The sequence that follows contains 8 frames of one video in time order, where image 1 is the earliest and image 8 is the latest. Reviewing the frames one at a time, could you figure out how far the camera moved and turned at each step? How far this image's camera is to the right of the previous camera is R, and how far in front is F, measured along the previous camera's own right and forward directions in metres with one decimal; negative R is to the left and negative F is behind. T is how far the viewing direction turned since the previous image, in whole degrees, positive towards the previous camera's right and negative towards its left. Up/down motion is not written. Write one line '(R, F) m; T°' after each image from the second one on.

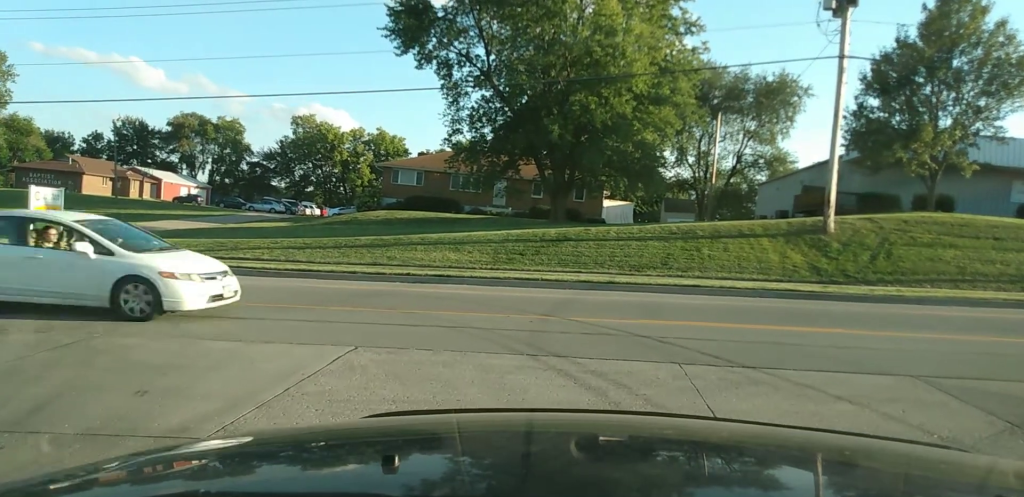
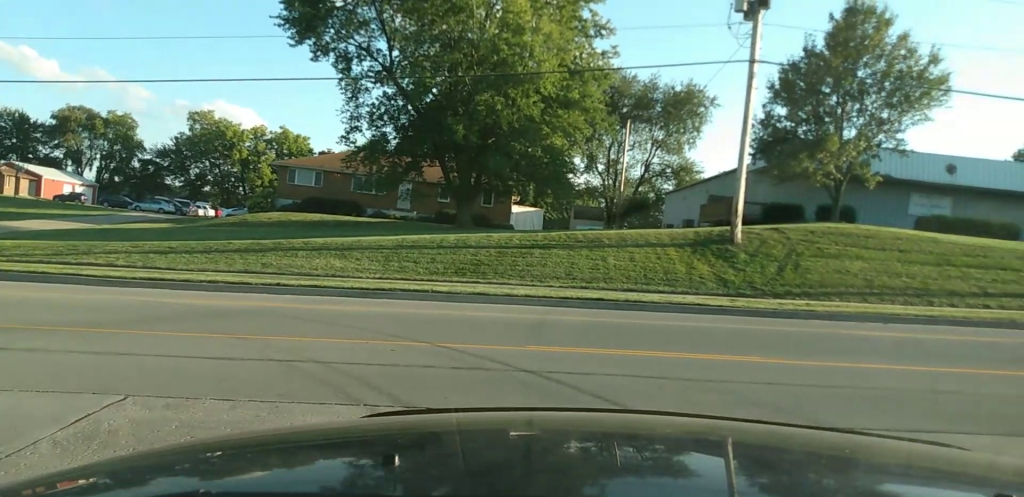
(+0.5, +3.2) m; +25°
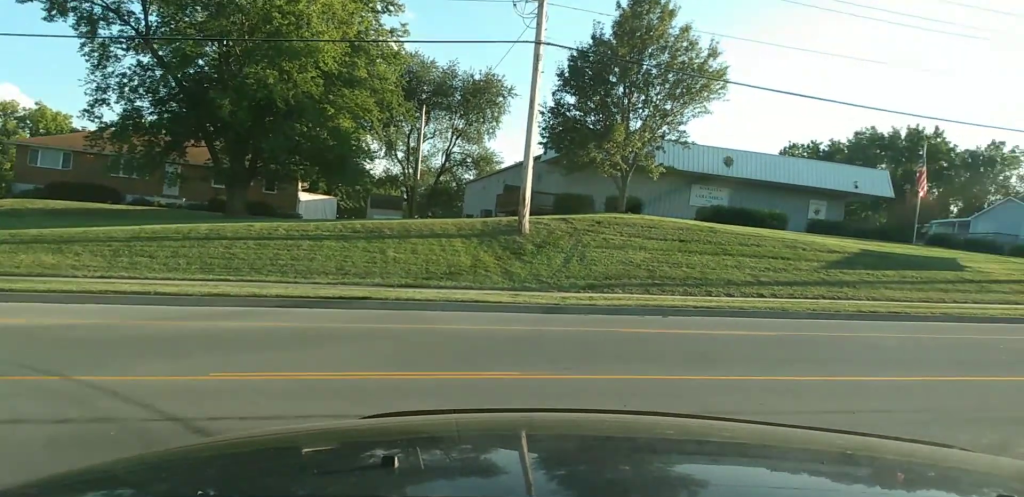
(+0.2, +1.9) m; +14°
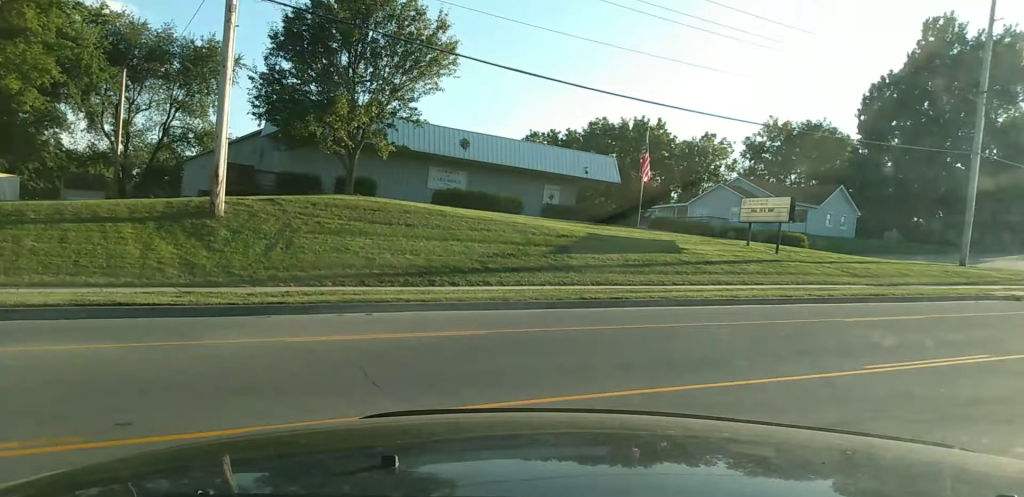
(0.0, +1.7) m; +17°
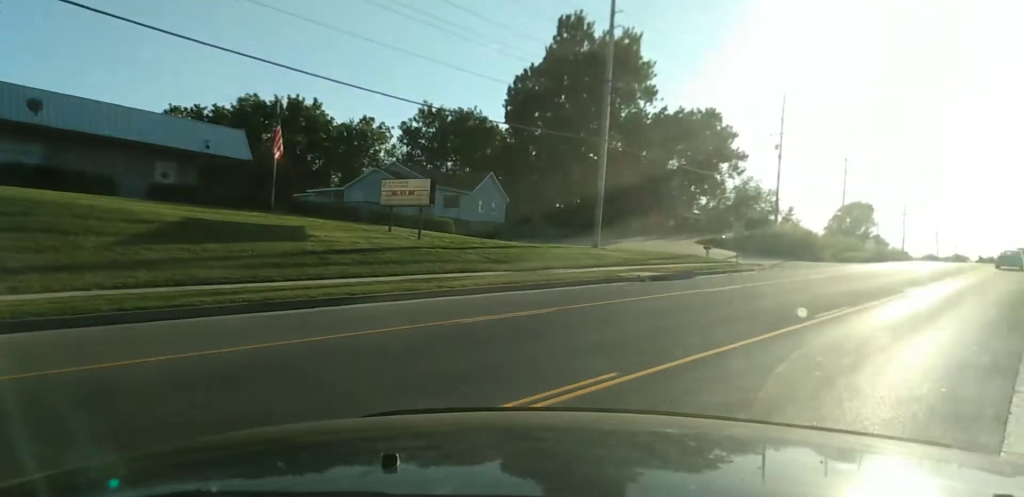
(+0.7, +3.0) m; +13°
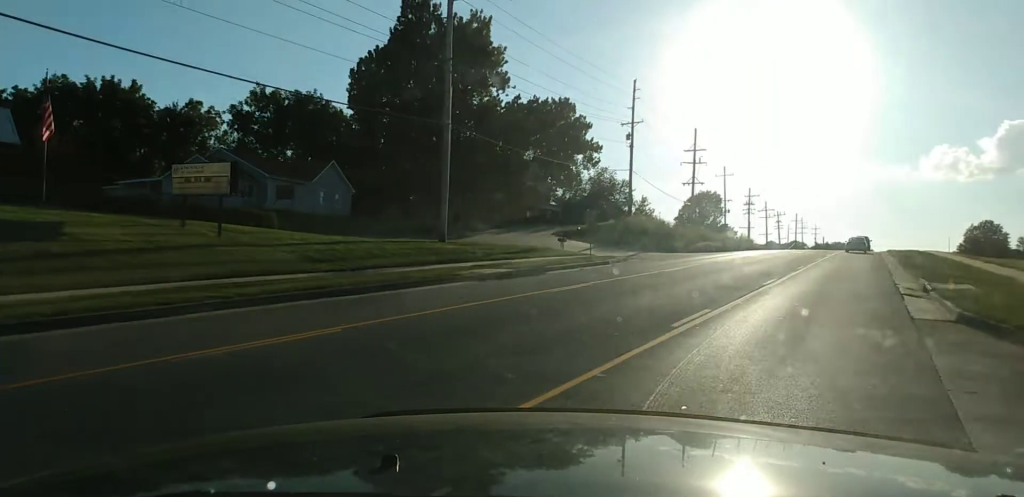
(+0.1, +3.2) m; +2°
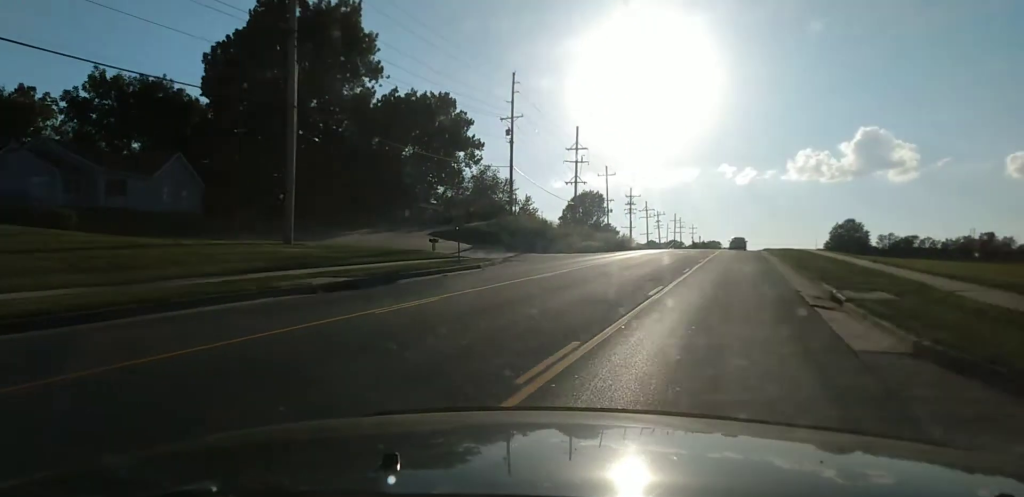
(0.0, +4.5) m; +2°
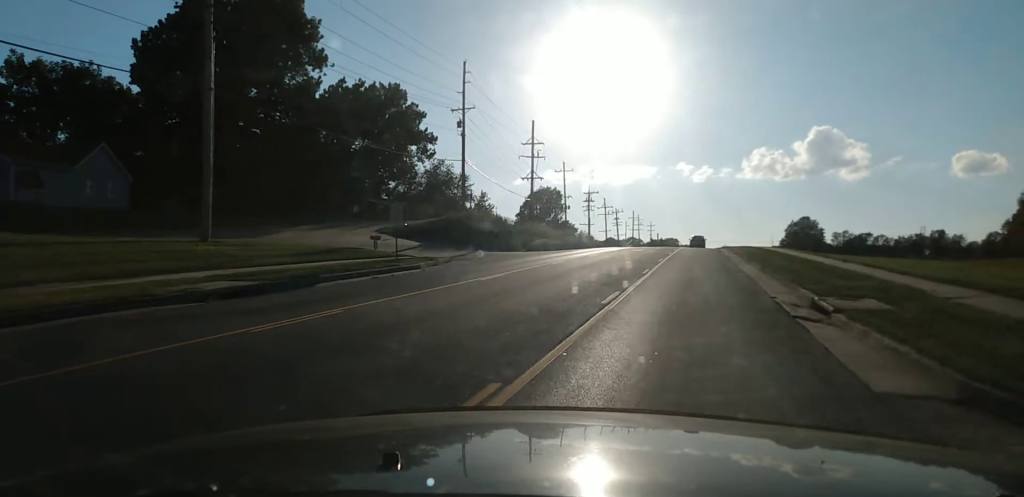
(-0.1, +2.8) m; +3°
